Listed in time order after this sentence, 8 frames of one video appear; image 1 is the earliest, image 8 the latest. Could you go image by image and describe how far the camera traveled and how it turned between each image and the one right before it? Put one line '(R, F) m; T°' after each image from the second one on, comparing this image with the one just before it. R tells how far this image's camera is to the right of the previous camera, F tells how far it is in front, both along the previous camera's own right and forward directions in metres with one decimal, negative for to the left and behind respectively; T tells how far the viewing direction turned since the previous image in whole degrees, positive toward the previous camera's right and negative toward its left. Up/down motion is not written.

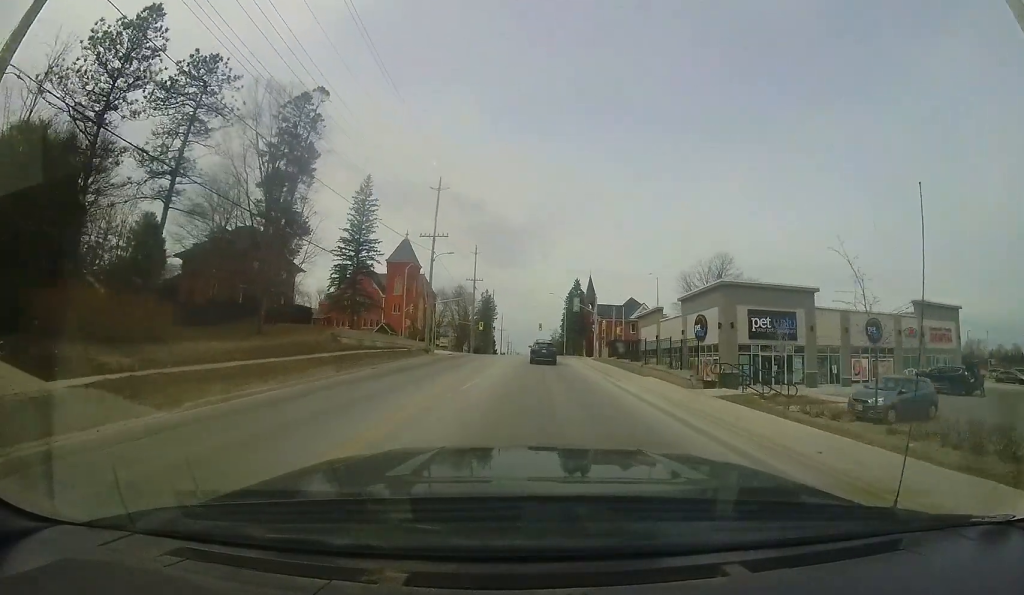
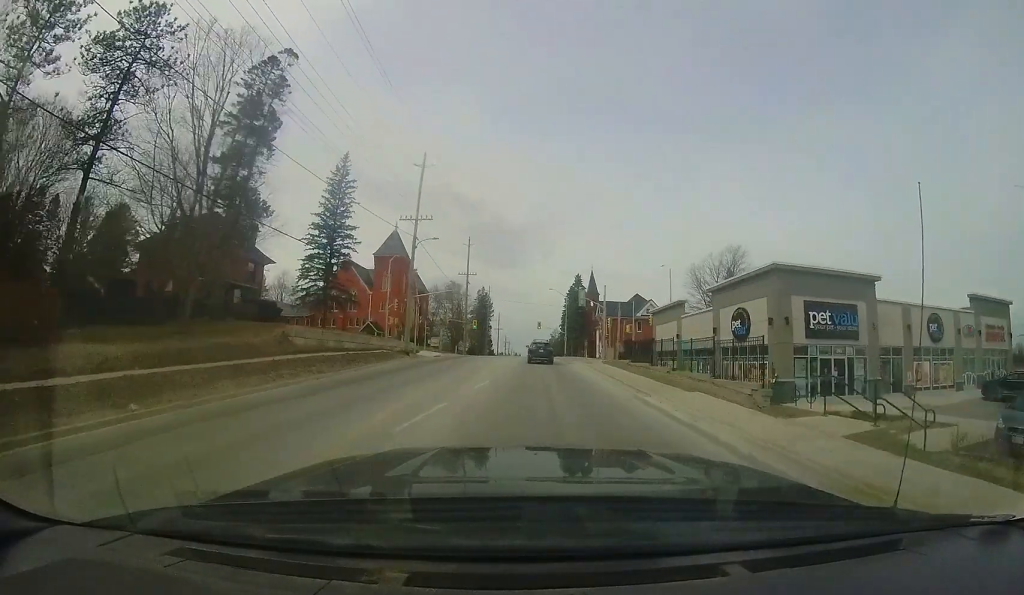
(-0.1, +5.3) m; +1°
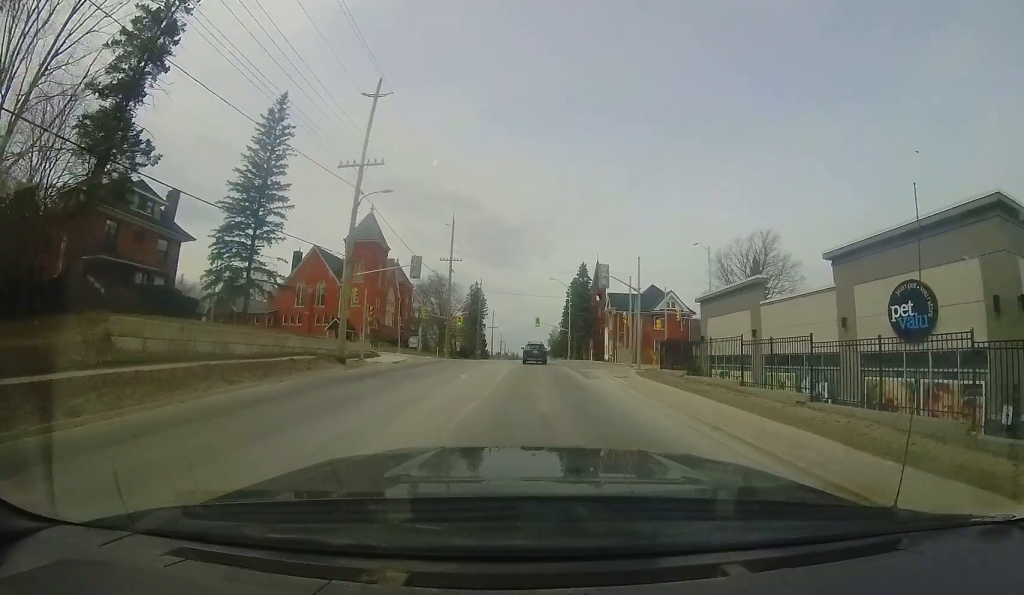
(+0.3, +10.8) m; +1°
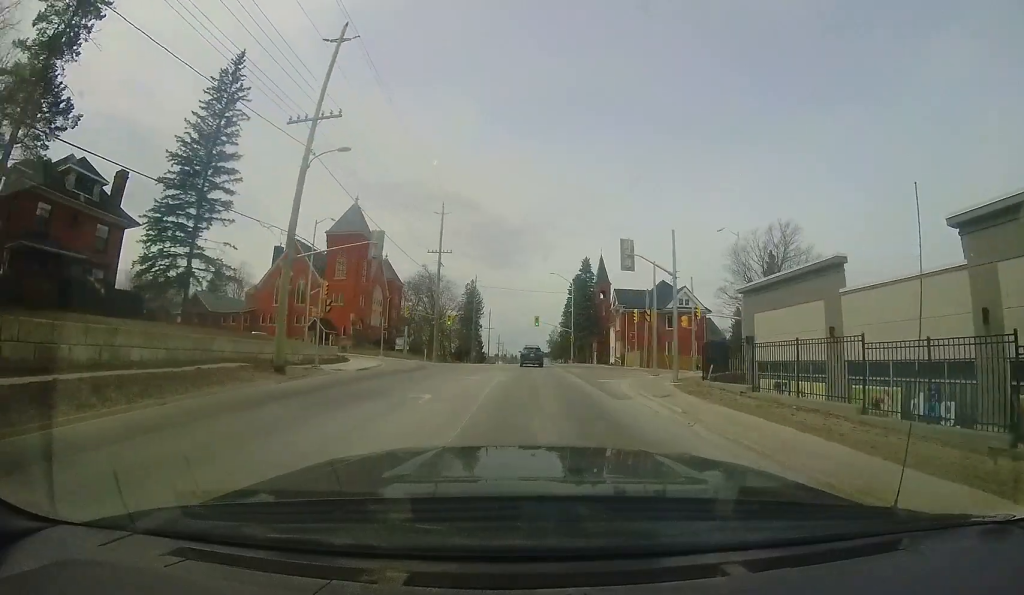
(+0.2, +5.5) m; 0°
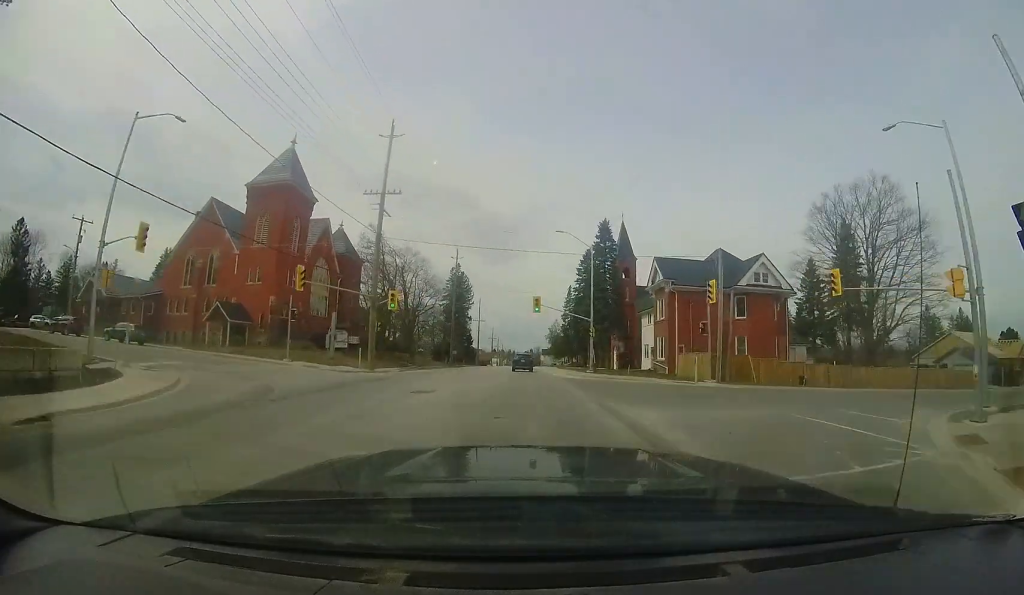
(-0.5, +17.7) m; -1°
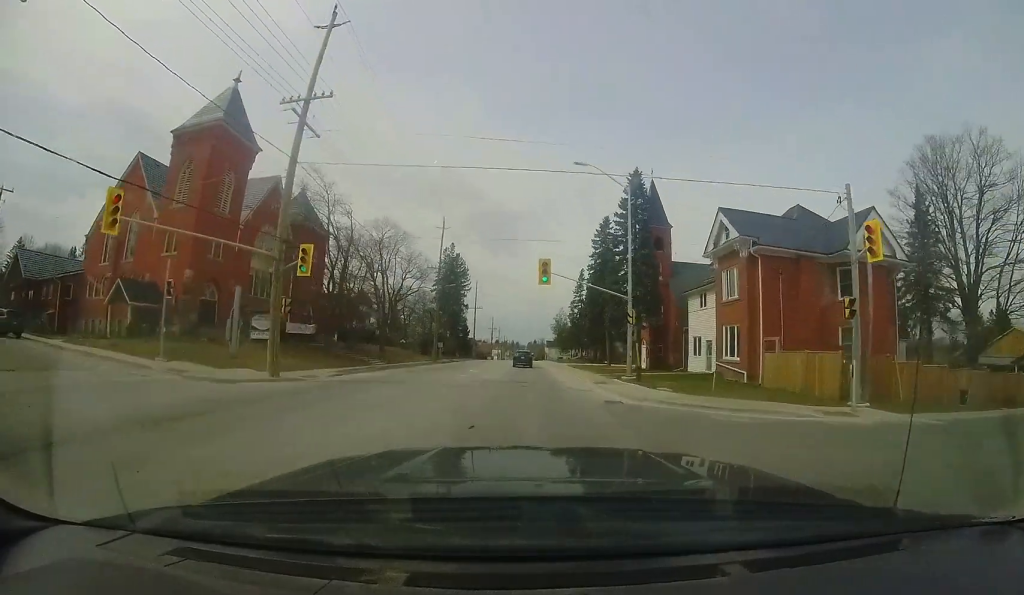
(0.0, +11.5) m; +1°
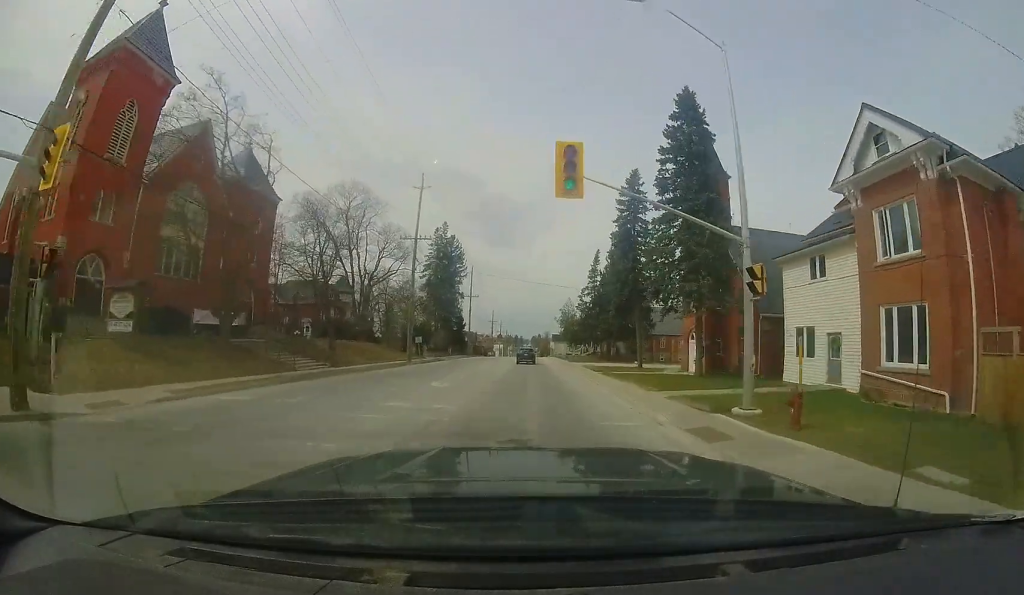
(+0.1, +11.3) m; +1°
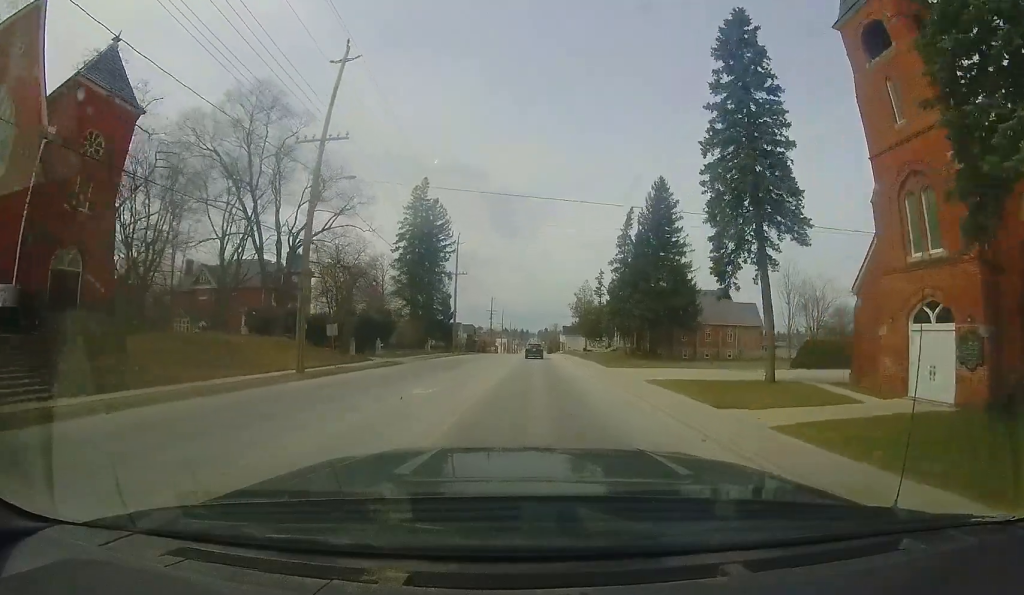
(0.0, +17.8) m; 0°
